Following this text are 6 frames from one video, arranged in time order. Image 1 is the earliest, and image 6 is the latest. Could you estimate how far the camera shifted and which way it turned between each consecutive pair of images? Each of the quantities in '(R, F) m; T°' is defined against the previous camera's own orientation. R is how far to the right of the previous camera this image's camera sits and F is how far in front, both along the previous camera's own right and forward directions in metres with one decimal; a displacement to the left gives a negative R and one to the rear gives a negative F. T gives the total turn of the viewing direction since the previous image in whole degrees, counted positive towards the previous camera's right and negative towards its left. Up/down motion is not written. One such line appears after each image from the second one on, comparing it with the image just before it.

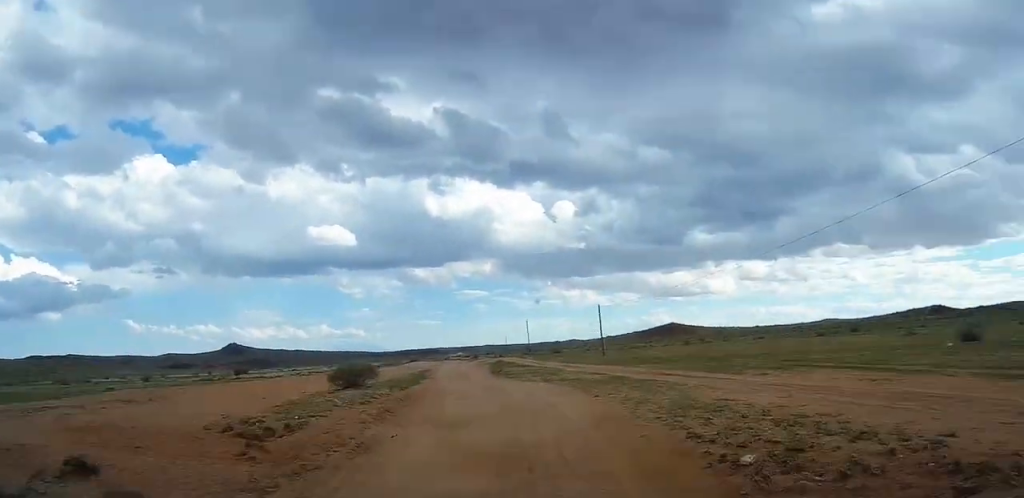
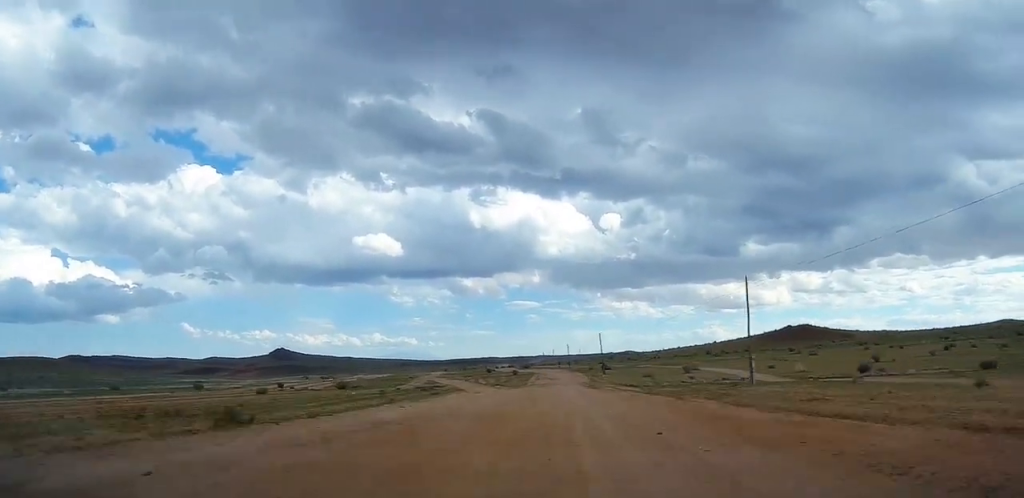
(+6.0, +147.0) m; +1°
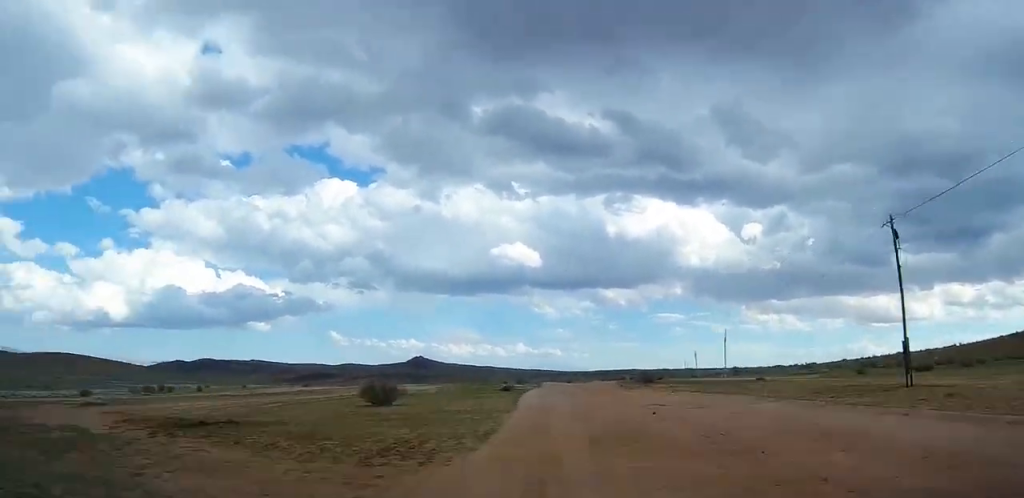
(-9.9, +152.9) m; -6°
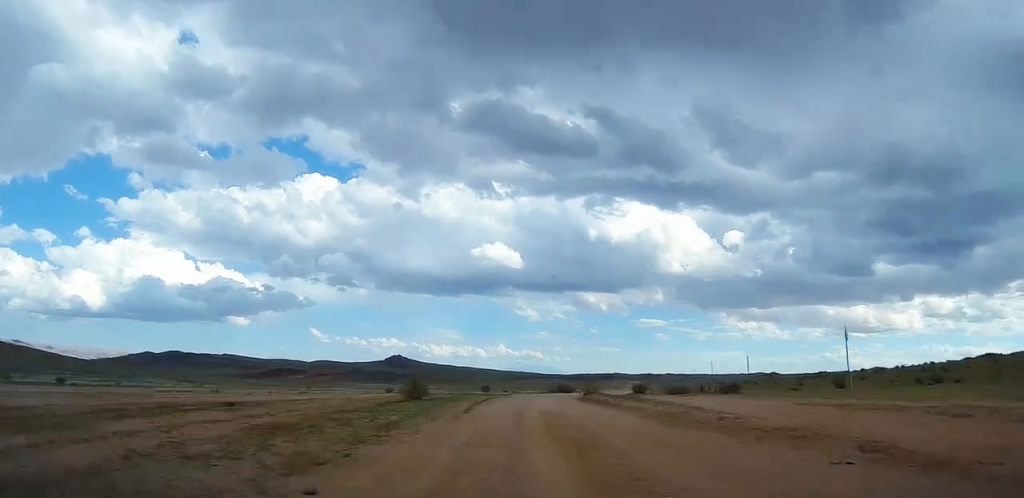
(-1.8, +78.2) m; +1°
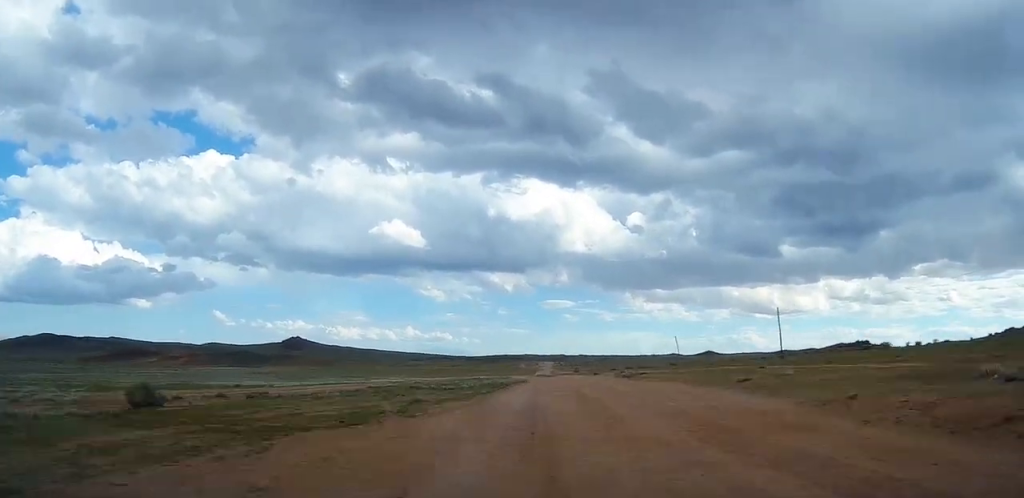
(+8.1, +164.2) m; +3°
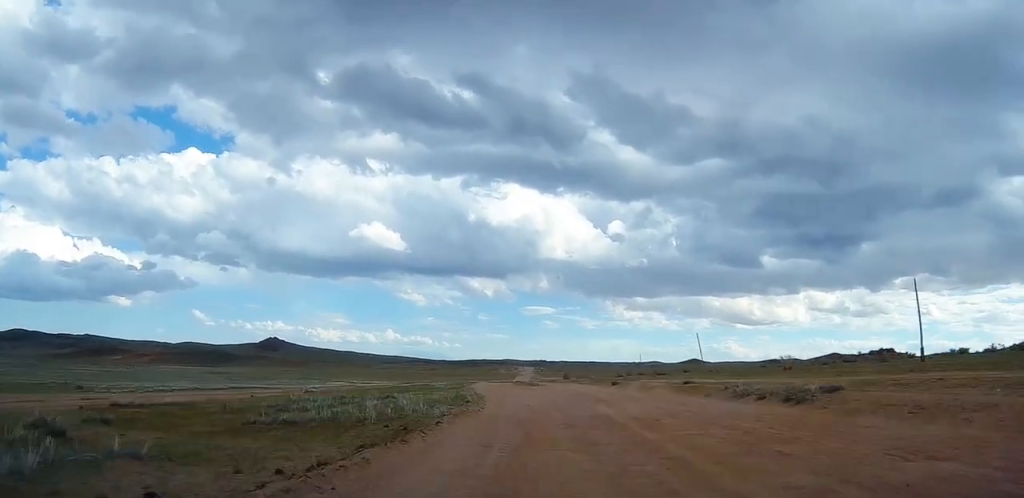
(-0.1, +43.6) m; 0°
